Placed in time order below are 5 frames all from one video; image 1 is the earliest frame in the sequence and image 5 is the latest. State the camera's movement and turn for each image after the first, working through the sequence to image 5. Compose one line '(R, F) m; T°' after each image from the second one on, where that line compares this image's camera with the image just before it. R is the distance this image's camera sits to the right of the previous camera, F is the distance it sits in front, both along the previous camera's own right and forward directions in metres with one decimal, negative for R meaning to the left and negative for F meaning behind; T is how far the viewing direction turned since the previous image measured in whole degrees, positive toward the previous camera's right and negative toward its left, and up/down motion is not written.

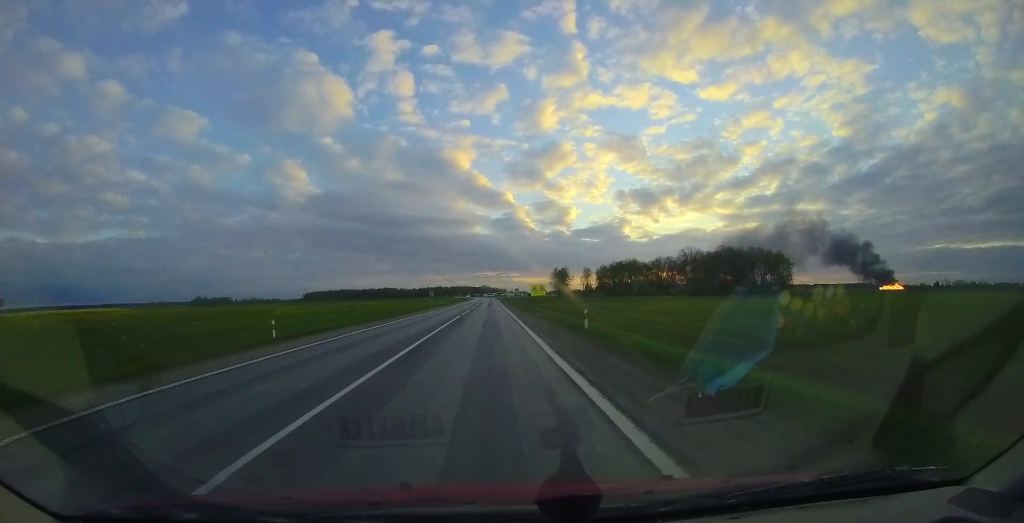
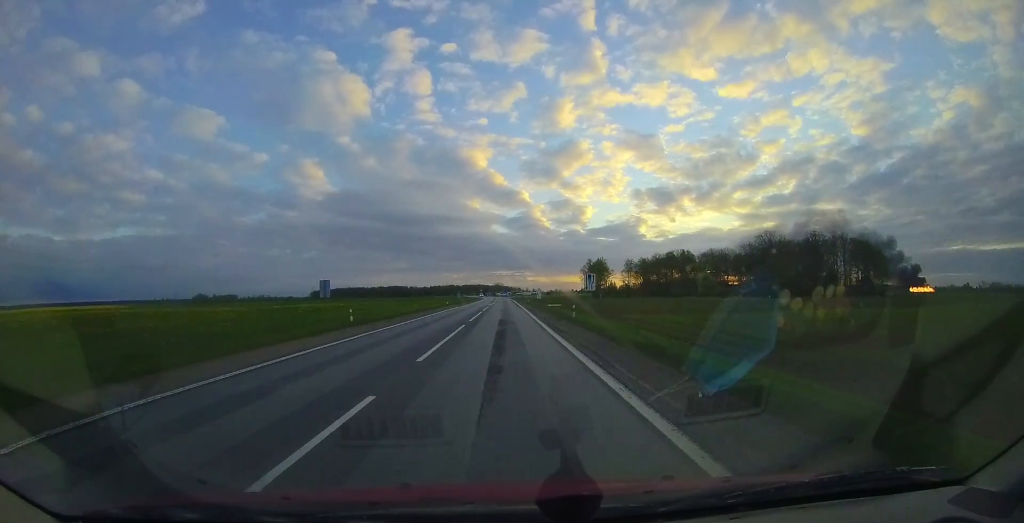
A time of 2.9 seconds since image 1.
(+0.7, +44.6) m; +1°
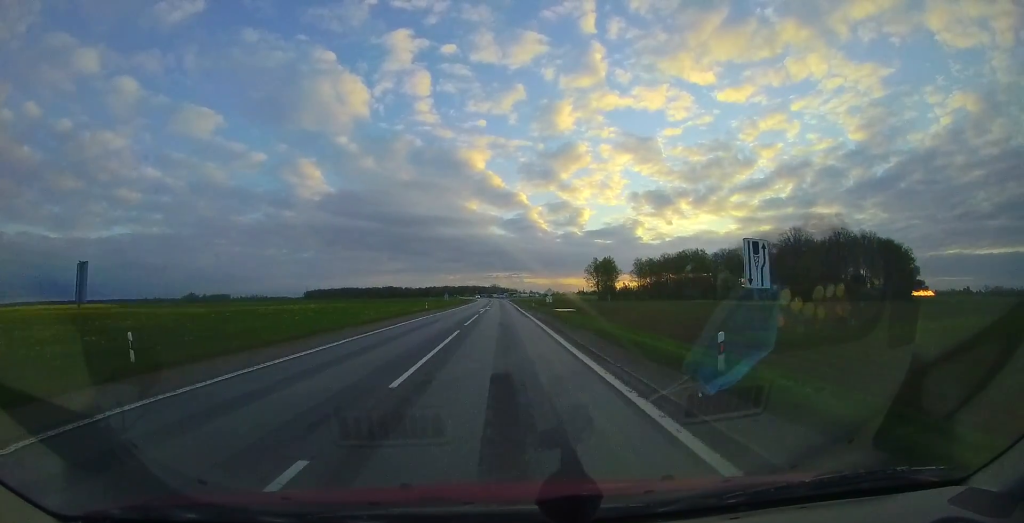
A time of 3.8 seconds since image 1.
(-0.1, +14.2) m; -1°
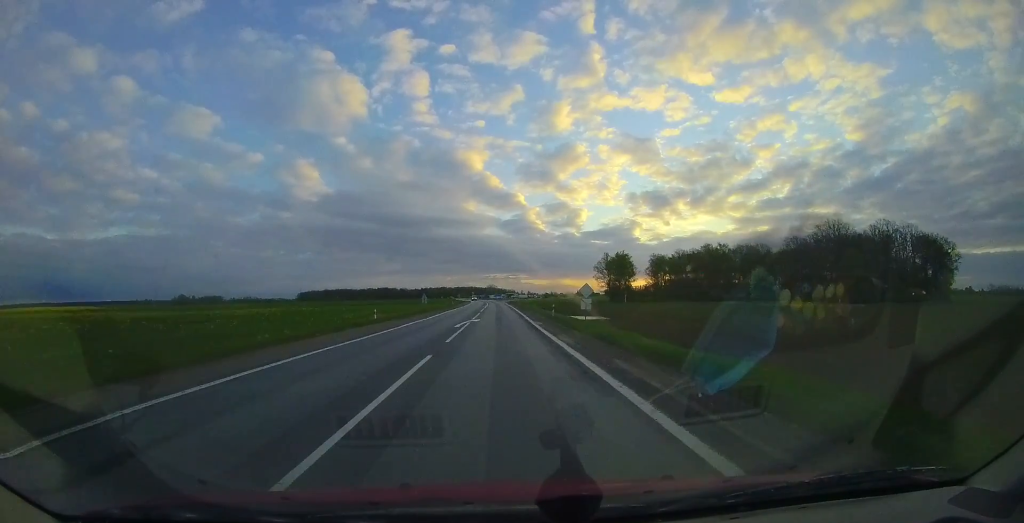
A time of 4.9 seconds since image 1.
(-0.1, +17.8) m; 0°
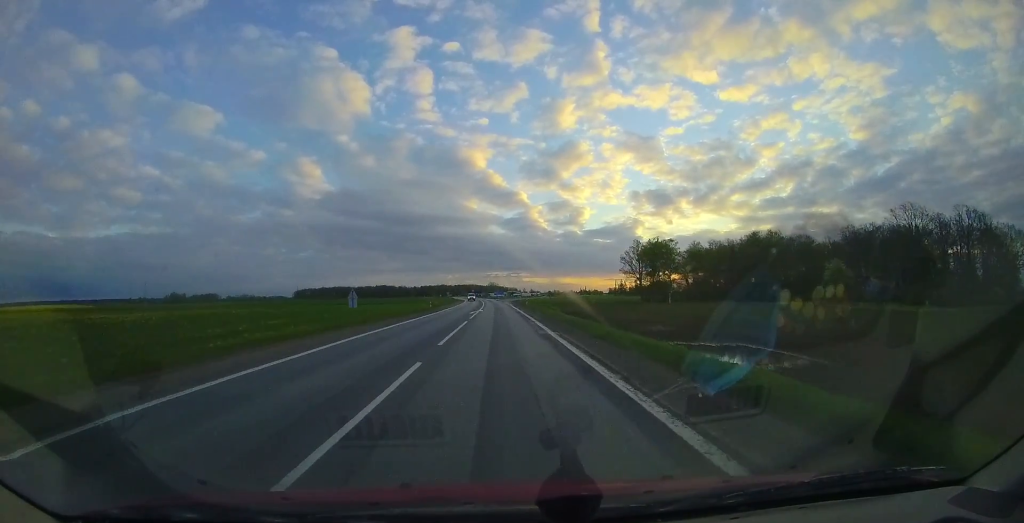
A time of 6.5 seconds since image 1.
(+0.4, +24.9) m; +1°
